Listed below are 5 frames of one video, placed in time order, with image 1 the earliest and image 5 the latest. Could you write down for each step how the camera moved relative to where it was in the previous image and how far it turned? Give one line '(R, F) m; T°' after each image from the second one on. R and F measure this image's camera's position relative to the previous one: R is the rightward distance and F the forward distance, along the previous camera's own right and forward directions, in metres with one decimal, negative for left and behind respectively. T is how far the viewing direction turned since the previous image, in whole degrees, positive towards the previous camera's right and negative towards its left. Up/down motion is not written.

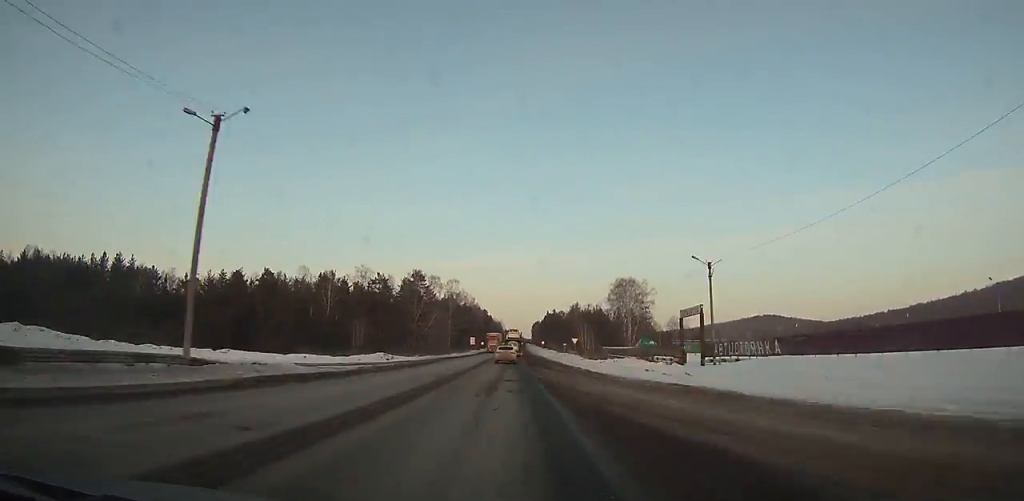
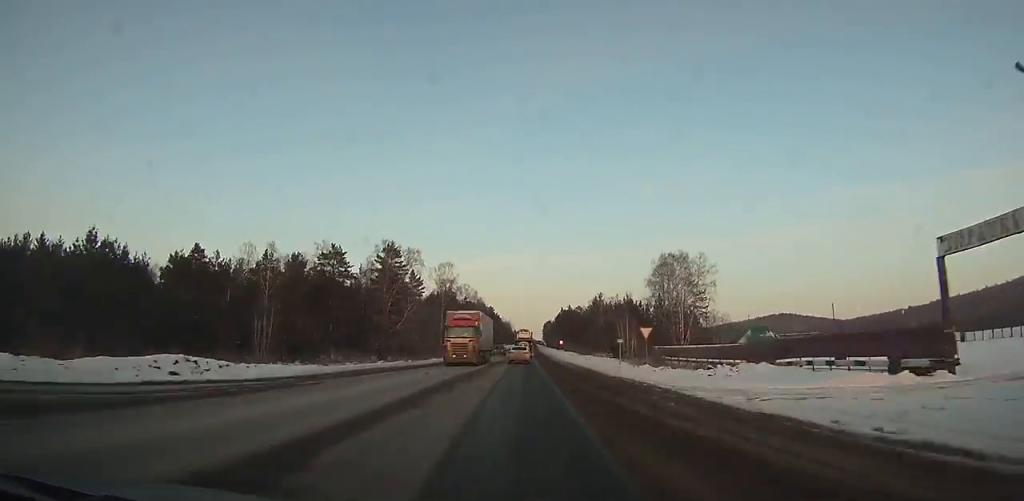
(-0.2, +38.1) m; 0°
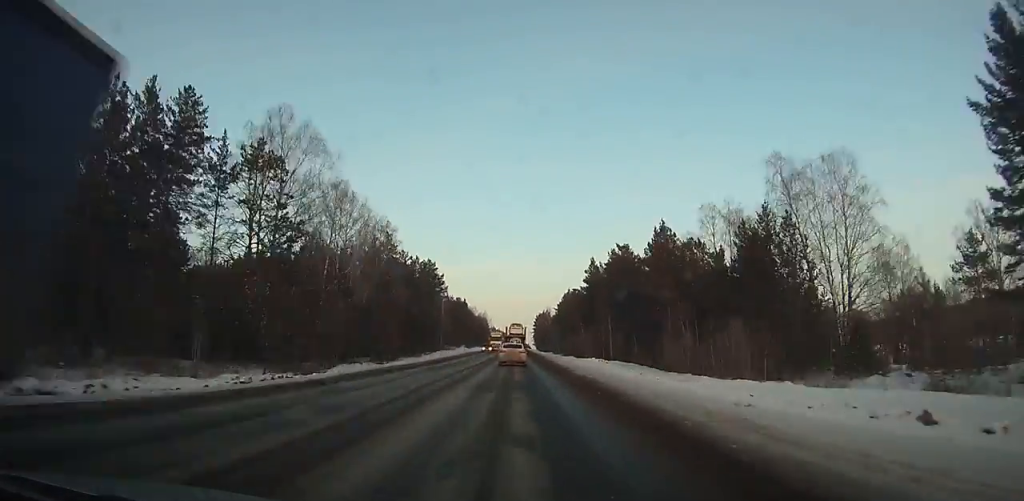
(+1.5, +155.2) m; +1°
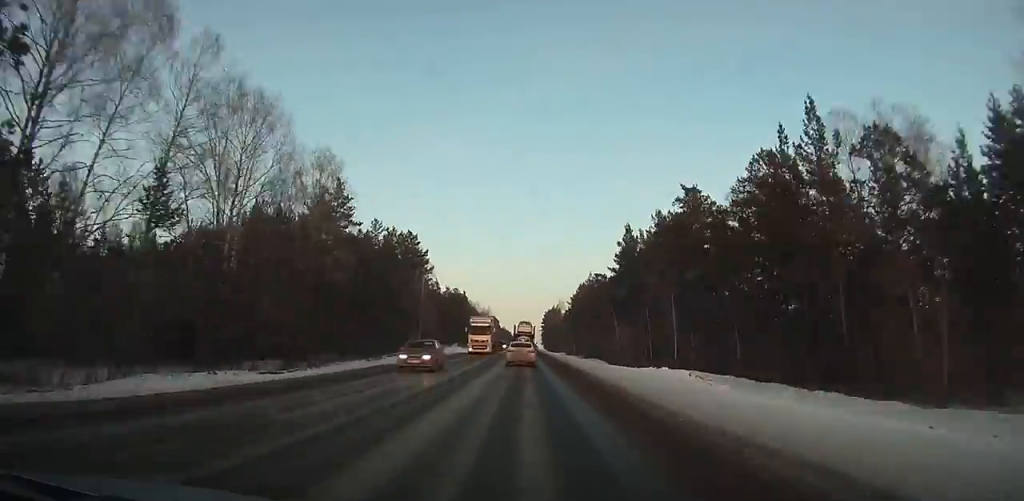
(0.0, +31.3) m; 0°
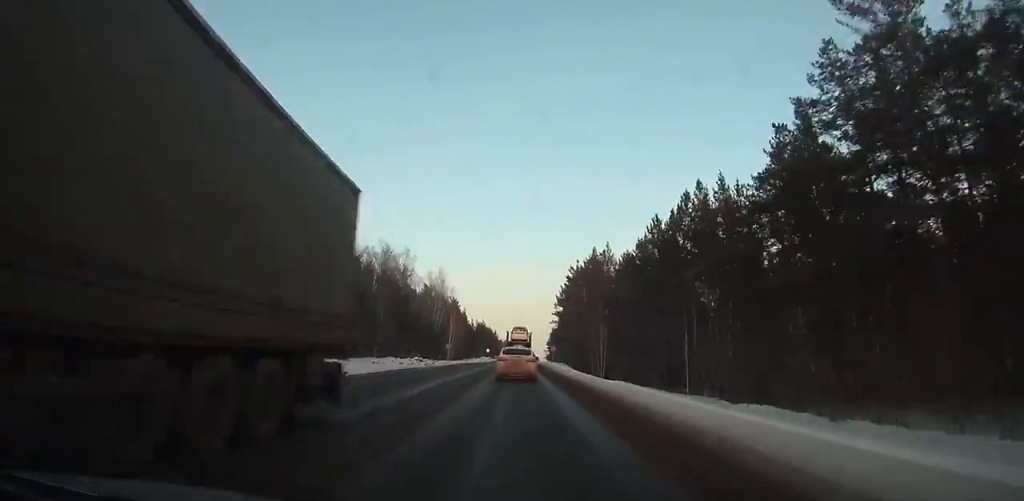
(+0.7, +173.5) m; 0°
